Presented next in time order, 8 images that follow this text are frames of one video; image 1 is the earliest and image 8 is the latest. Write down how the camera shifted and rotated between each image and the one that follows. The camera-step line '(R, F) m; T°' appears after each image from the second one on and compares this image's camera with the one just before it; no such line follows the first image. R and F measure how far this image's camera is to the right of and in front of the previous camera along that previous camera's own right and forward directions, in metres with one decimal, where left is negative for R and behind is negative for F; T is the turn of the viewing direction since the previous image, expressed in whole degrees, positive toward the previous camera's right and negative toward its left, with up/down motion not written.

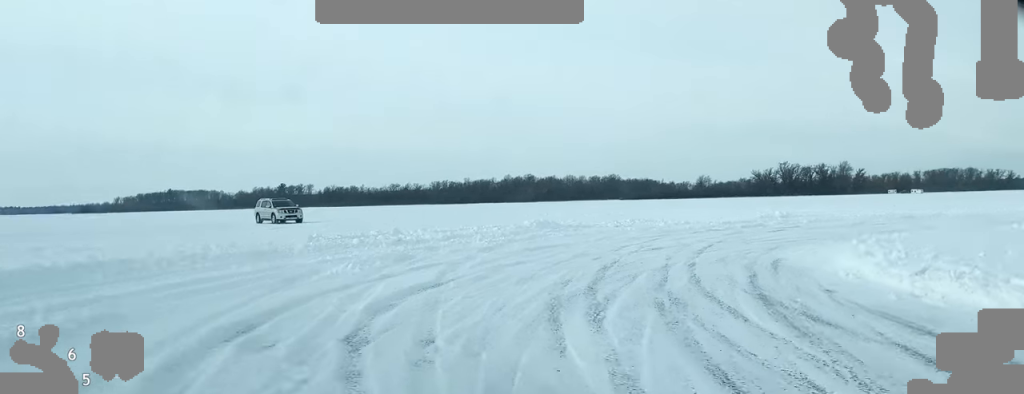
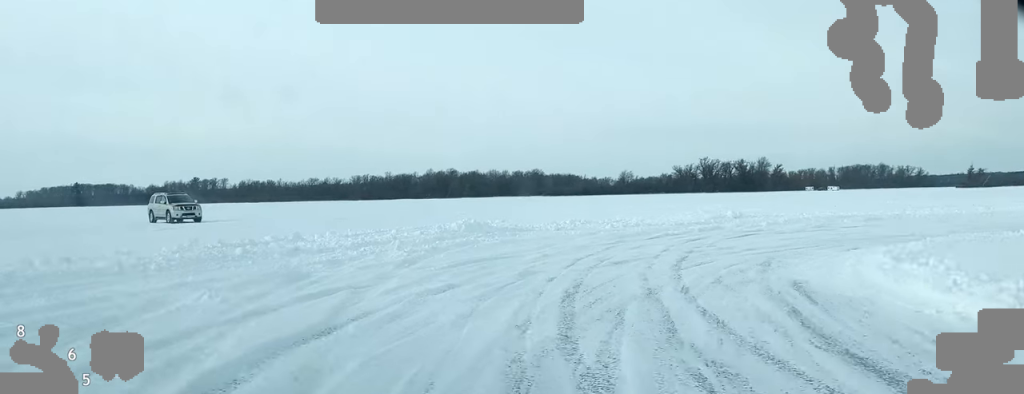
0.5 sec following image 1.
(+0.2, +5.2) m; +6°
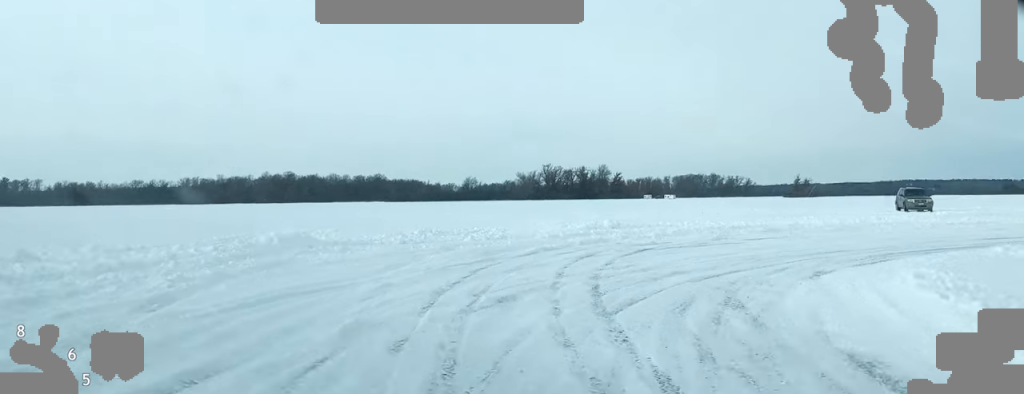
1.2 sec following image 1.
(+0.4, +7.0) m; +10°
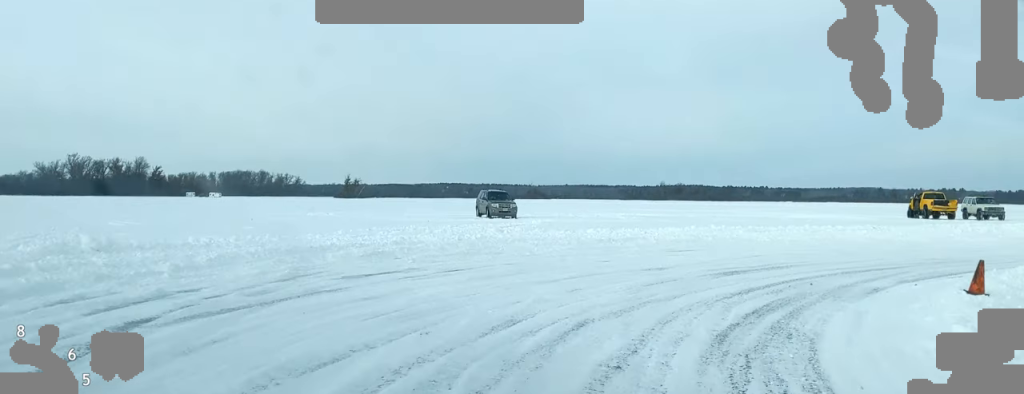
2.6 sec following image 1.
(+3.0, +12.9) m; +26°
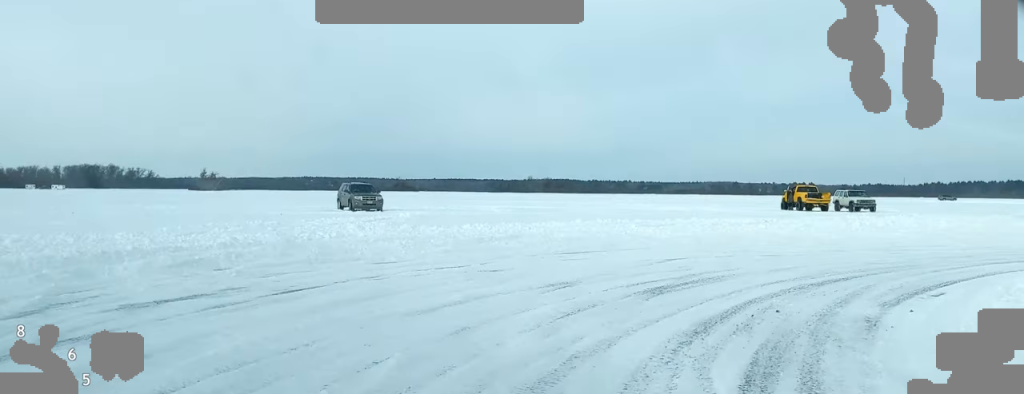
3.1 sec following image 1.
(+0.1, +4.0) m; +9°
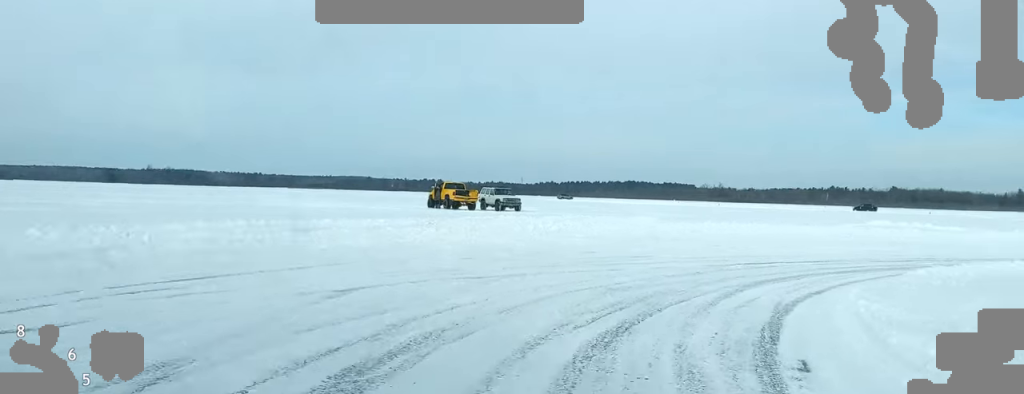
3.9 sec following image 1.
(+1.1, +6.4) m; +16°
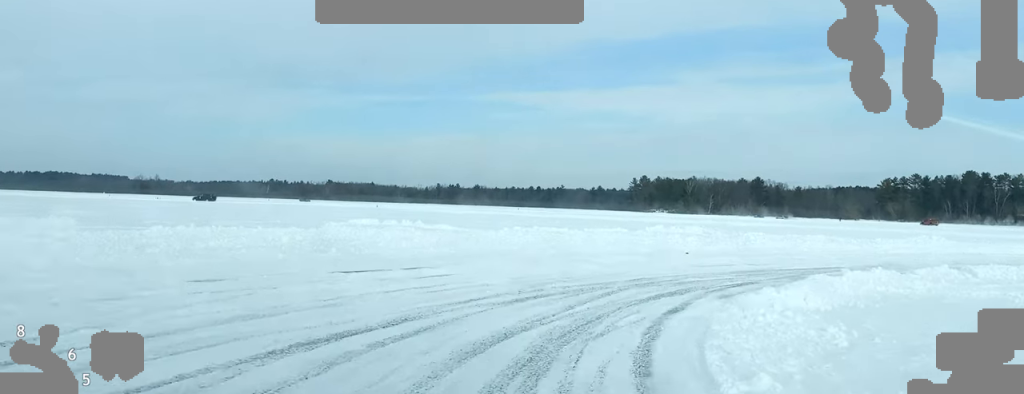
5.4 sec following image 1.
(+3.7, +12.8) m; +31°
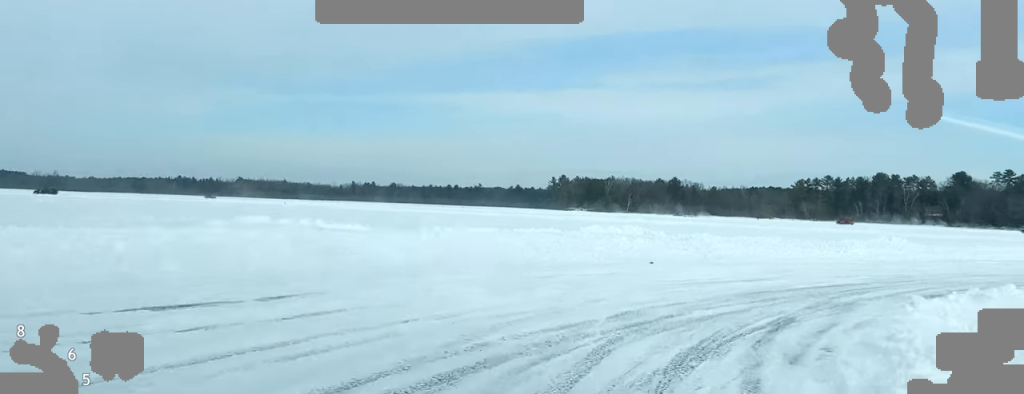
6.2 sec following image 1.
(+0.6, +6.7) m; +13°
